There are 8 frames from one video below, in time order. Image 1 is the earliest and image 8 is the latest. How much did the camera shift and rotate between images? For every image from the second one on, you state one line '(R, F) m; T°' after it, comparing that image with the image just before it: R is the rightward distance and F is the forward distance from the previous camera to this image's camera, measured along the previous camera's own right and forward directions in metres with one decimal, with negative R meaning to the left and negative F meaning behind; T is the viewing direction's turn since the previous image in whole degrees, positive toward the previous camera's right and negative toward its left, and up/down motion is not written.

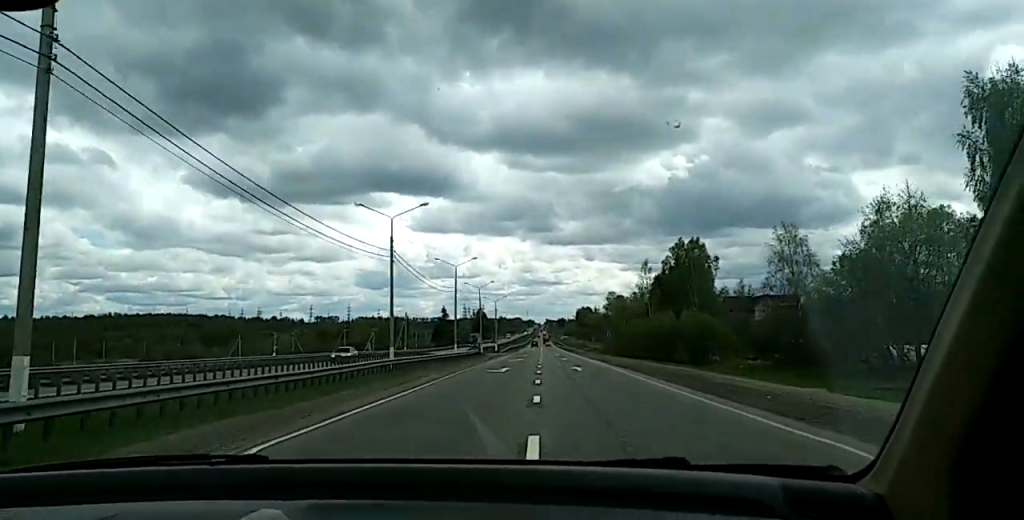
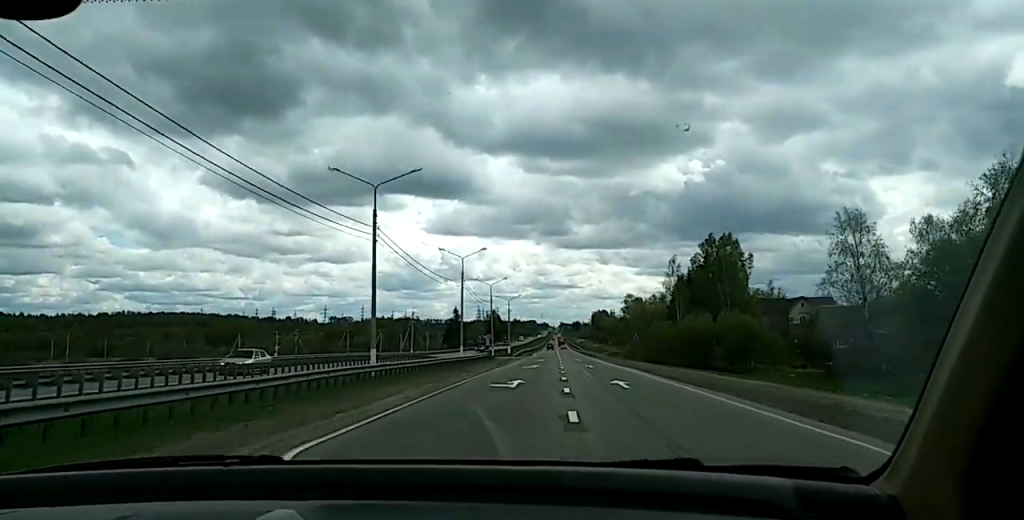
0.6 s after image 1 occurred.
(0.0, +13.9) m; 0°
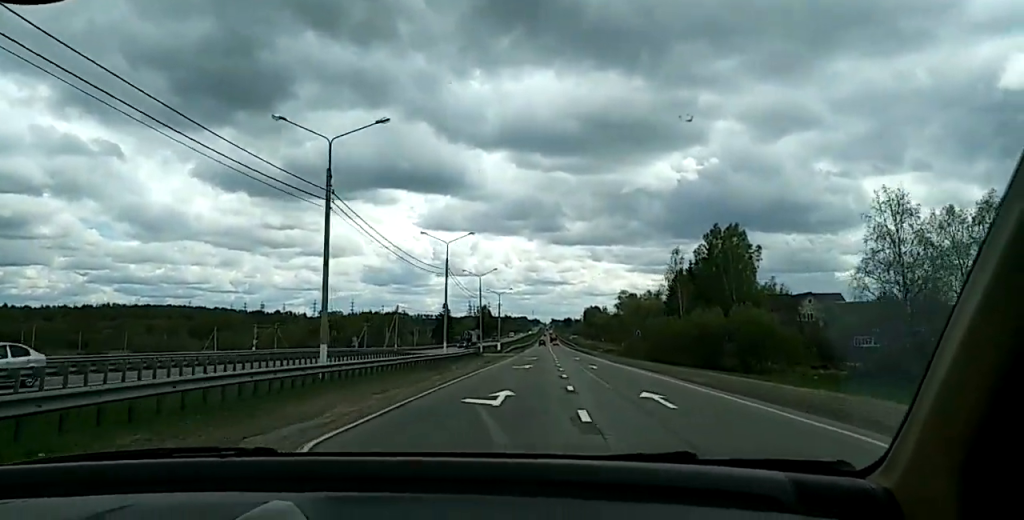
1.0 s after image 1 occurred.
(0.0, +10.0) m; 0°
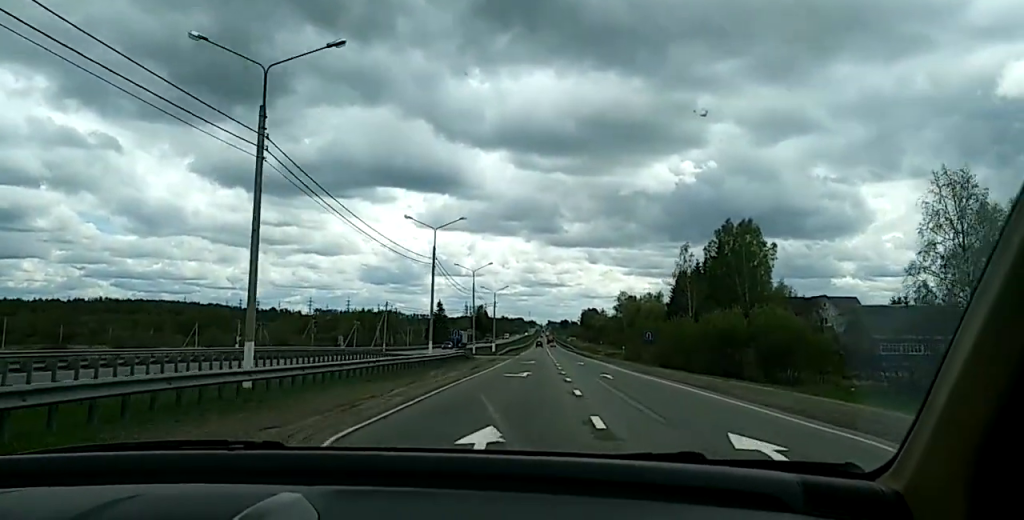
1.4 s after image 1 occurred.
(+0.1, +9.9) m; 0°
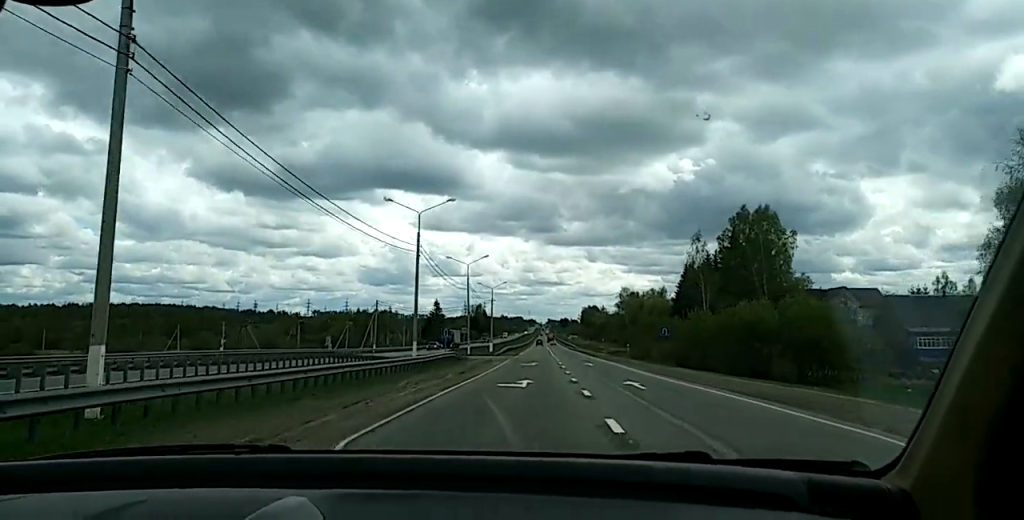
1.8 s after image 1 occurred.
(0.0, +9.9) m; 0°
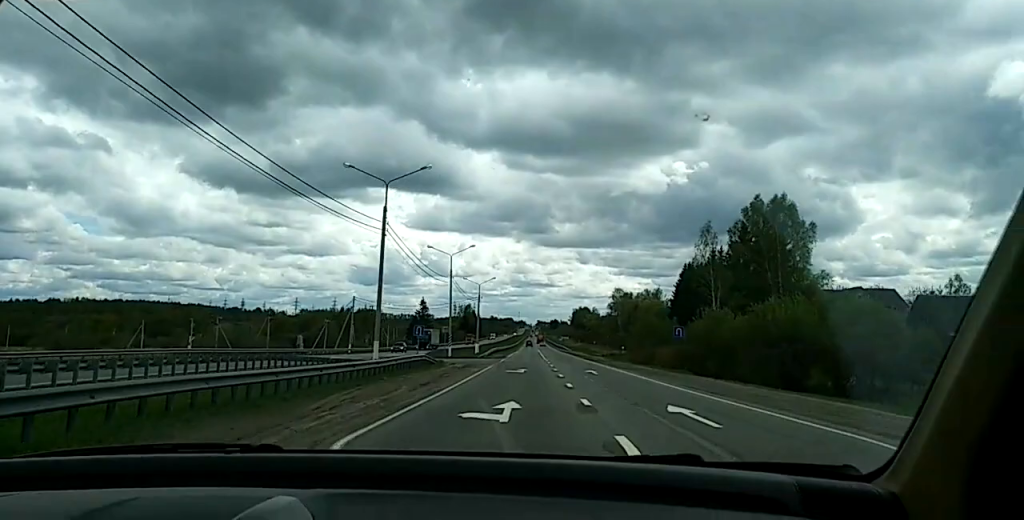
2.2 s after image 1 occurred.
(0.0, +10.5) m; 0°
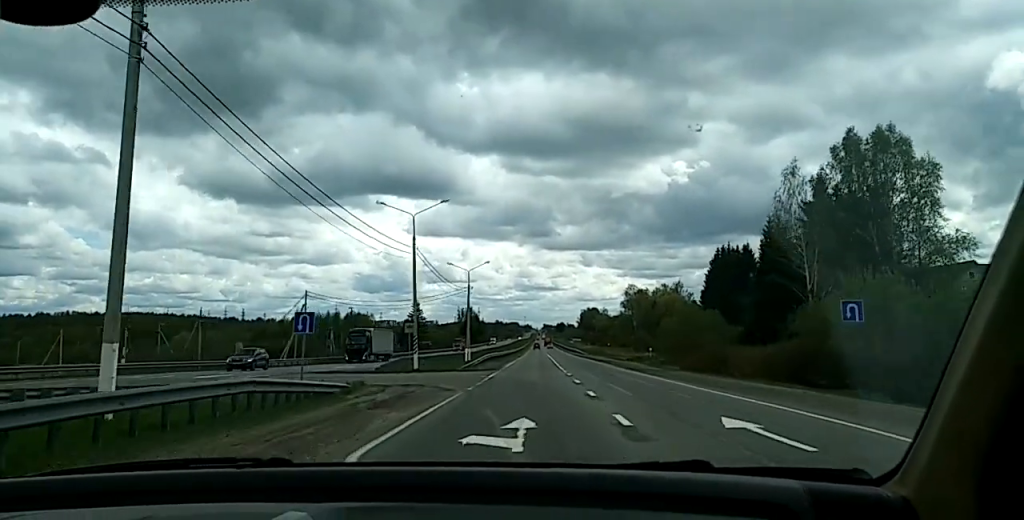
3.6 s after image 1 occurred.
(+0.1, +25.8) m; 0°
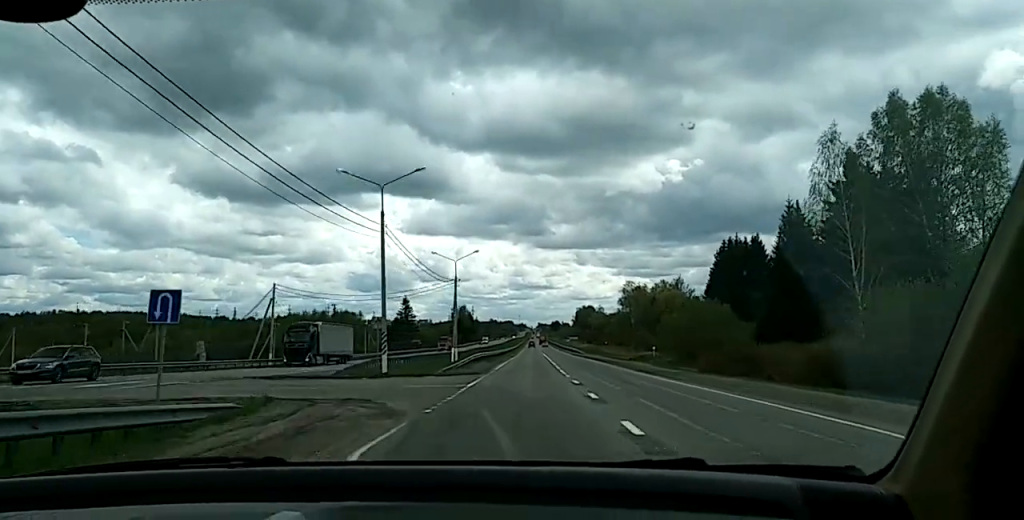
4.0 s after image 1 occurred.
(0.0, +8.2) m; 0°
